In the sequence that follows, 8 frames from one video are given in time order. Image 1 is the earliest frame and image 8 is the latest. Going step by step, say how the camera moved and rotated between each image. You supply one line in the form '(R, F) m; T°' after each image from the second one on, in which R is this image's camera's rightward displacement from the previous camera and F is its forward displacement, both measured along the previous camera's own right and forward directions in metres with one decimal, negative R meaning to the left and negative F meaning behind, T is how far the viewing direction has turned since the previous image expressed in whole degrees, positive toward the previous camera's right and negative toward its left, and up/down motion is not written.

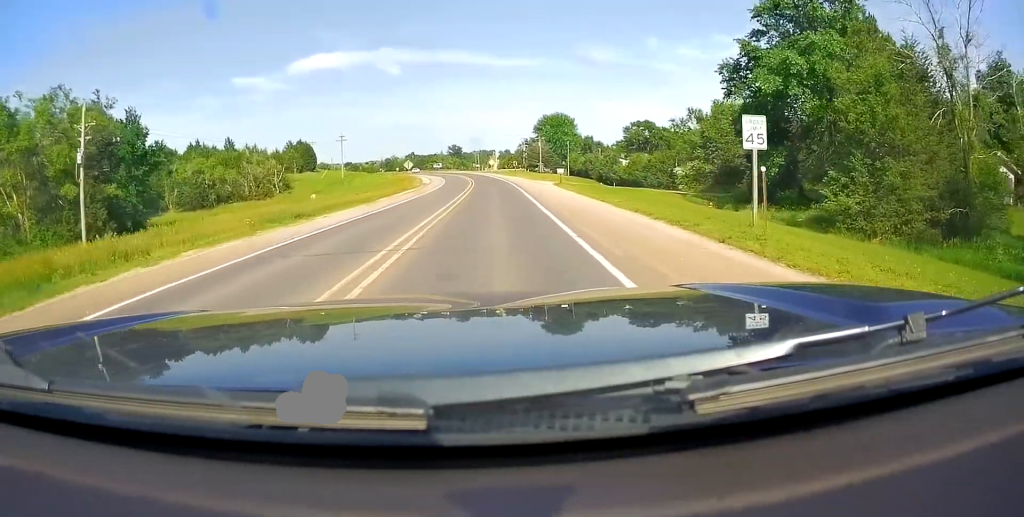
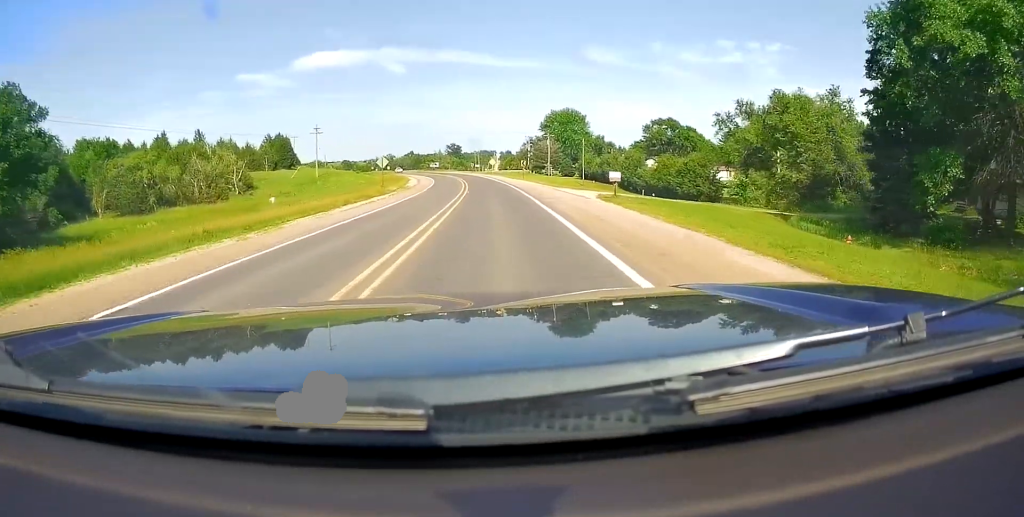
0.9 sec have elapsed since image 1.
(0.0, +19.8) m; 0°
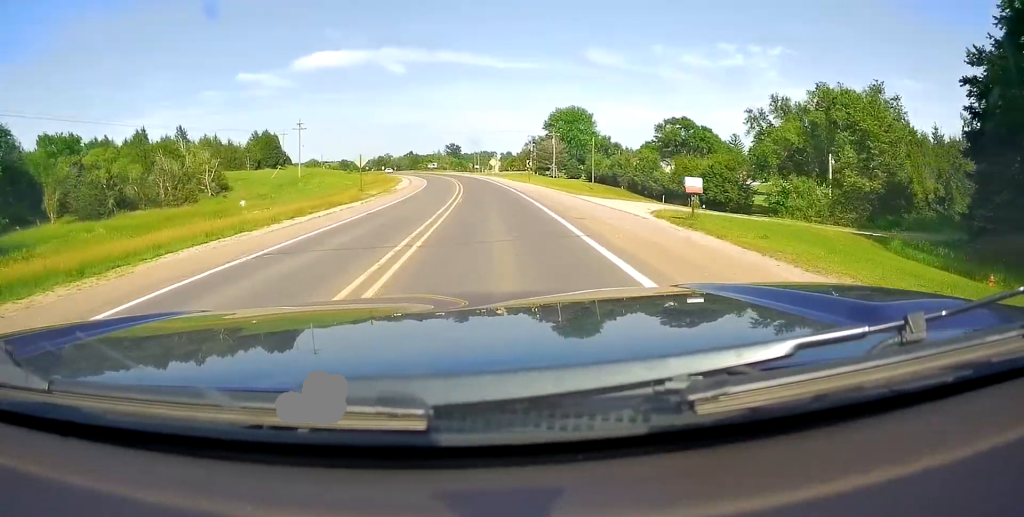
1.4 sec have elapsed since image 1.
(0.0, +10.3) m; 0°
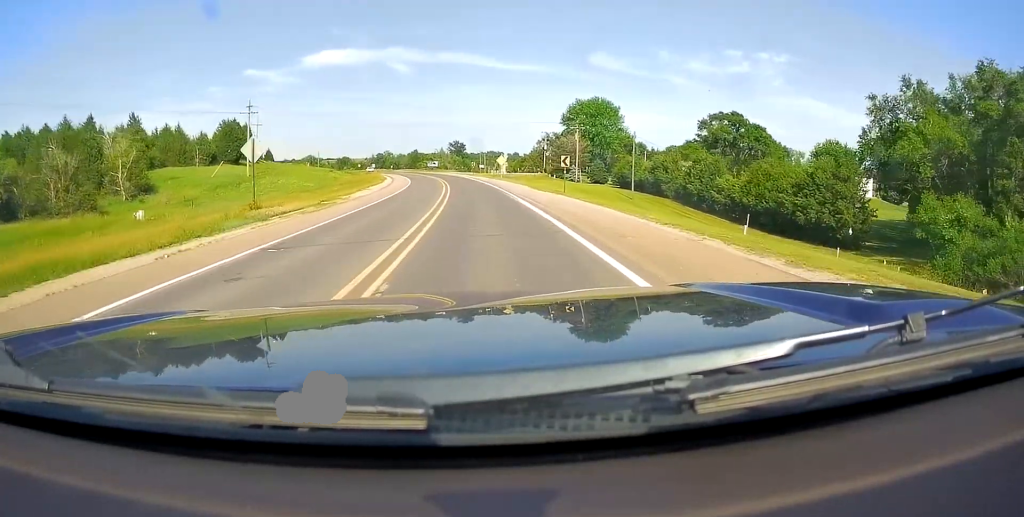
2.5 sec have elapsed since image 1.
(-0.2, +24.4) m; -2°
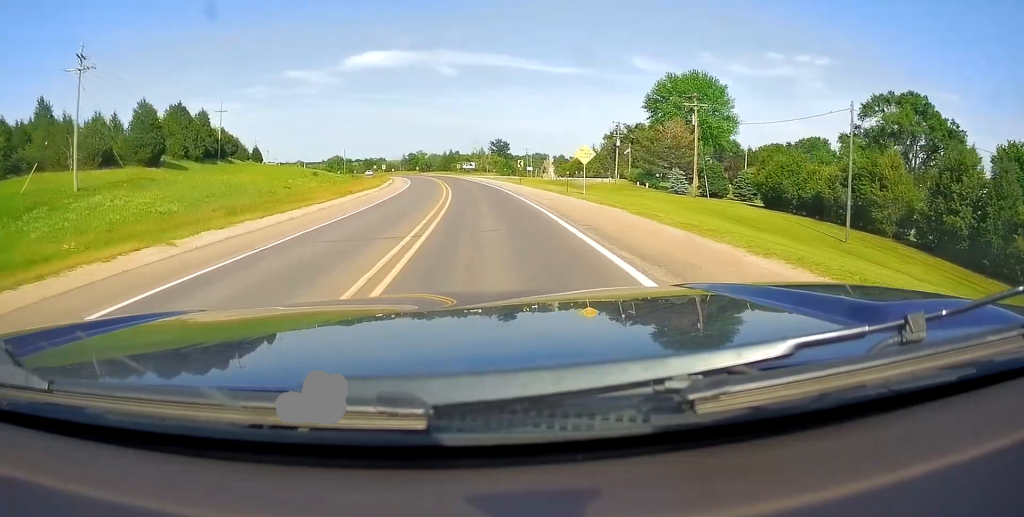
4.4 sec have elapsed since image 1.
(-0.8, +41.0) m; -1°
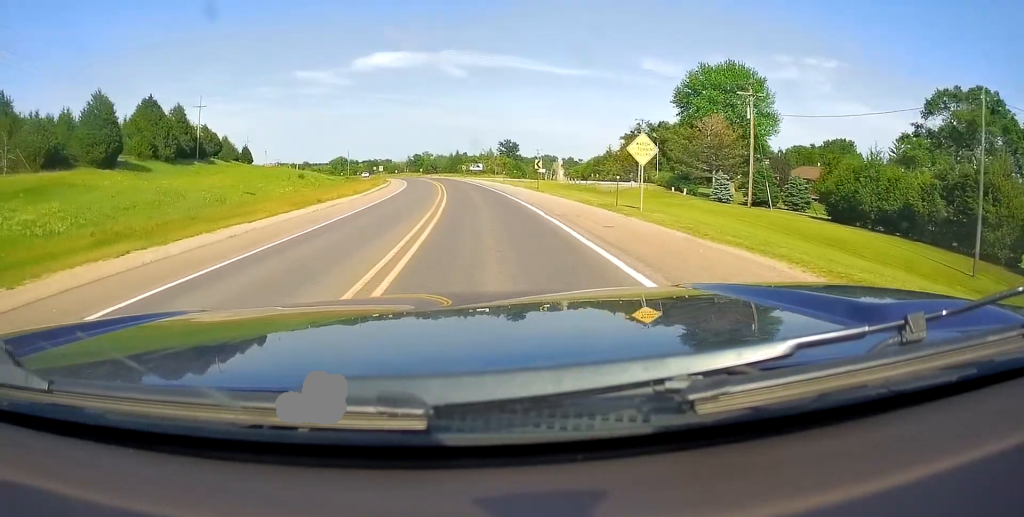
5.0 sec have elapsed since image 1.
(0.0, +11.4) m; 0°
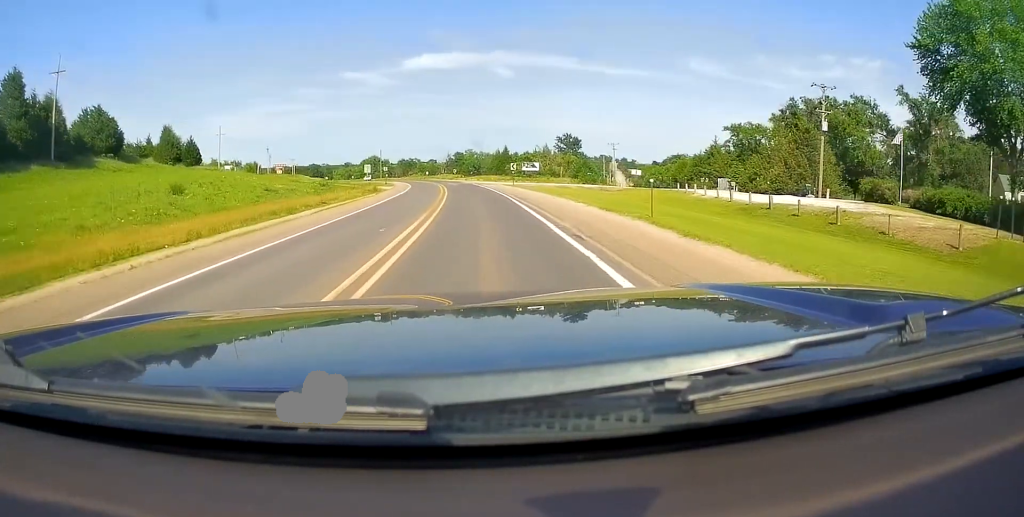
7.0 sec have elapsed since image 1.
(-1.3, +45.2) m; -5°
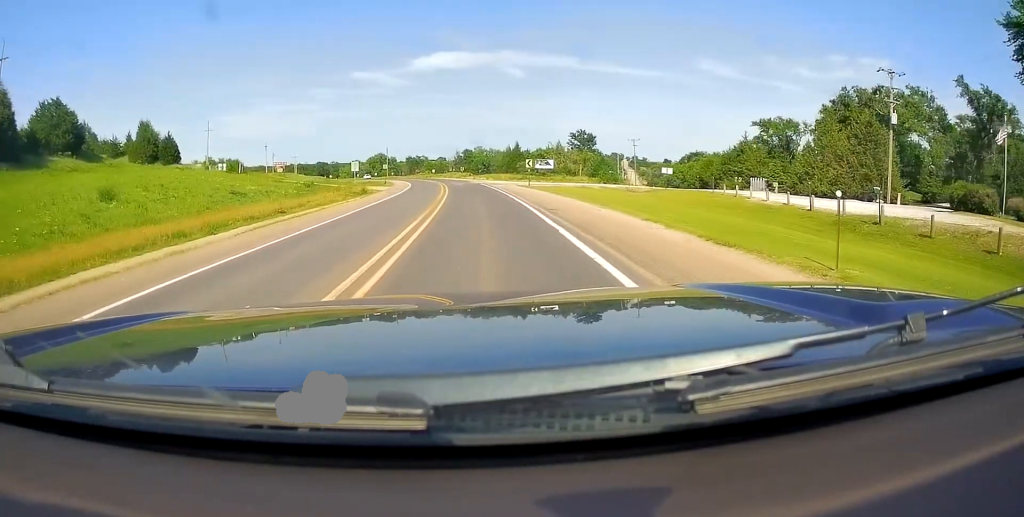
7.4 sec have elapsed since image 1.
(-0.2, +9.7) m; -1°
